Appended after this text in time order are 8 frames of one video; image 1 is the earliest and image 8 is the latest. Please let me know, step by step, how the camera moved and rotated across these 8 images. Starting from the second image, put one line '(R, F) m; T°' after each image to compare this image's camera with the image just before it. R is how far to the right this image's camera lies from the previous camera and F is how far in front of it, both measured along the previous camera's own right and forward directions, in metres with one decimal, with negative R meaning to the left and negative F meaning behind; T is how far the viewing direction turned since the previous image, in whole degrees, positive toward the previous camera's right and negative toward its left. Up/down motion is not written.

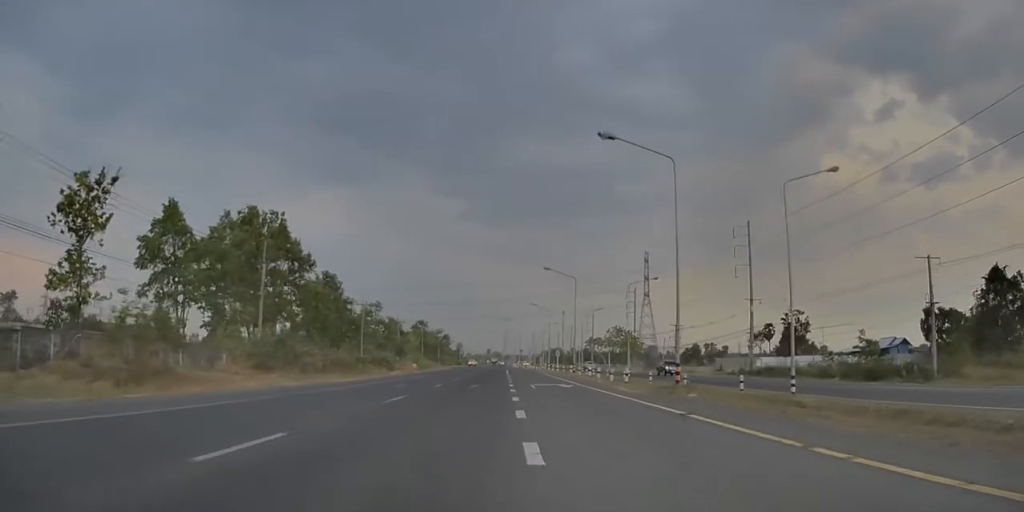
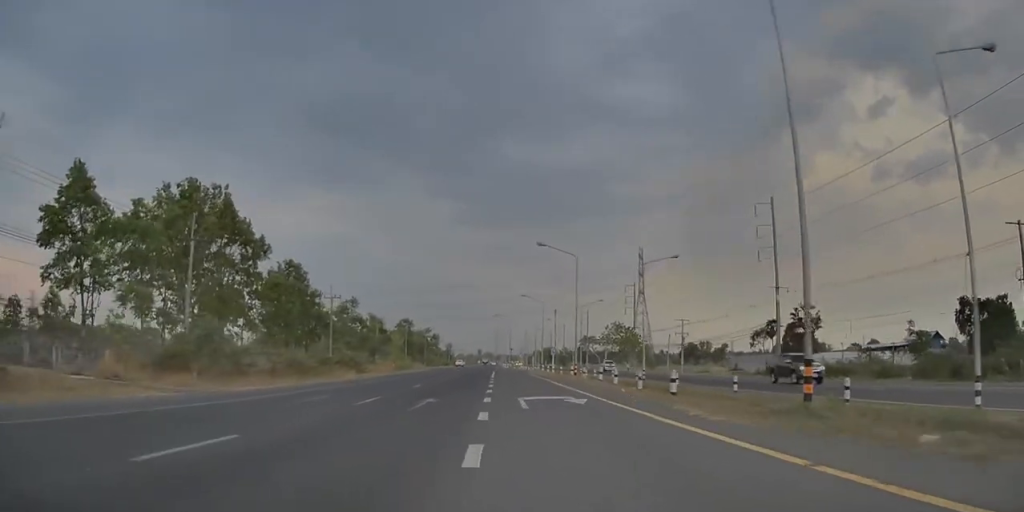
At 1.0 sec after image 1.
(+0.2, +12.3) m; +1°
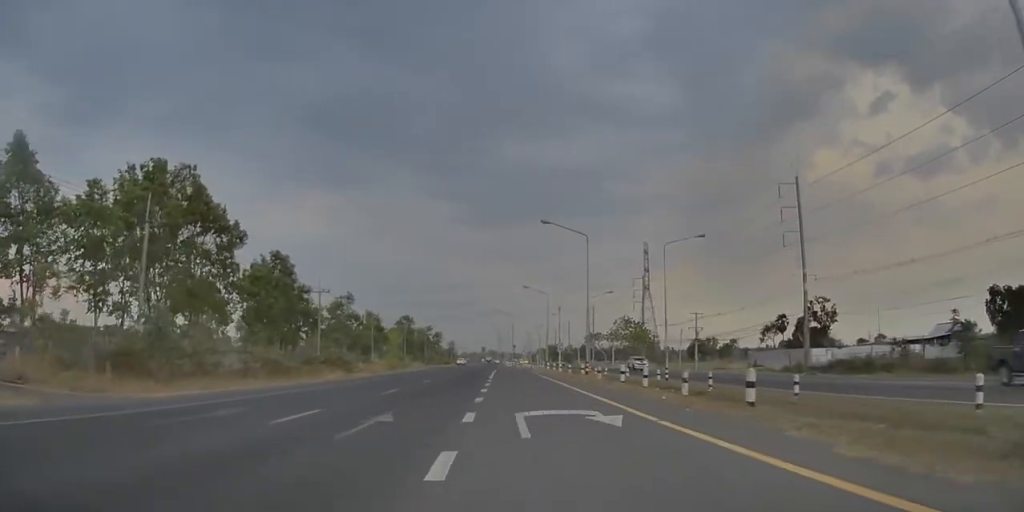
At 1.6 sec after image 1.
(0.0, +7.0) m; 0°
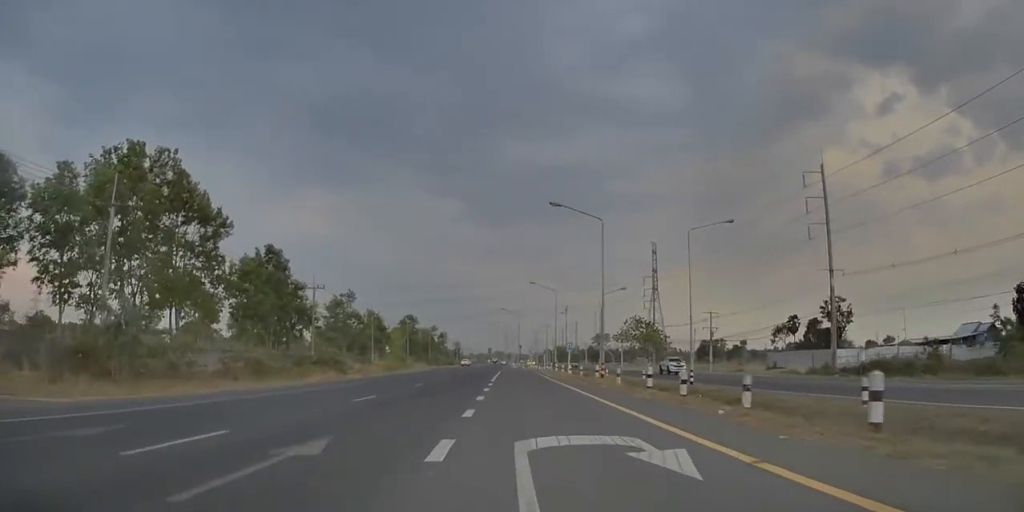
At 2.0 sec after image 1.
(0.0, +5.4) m; 0°
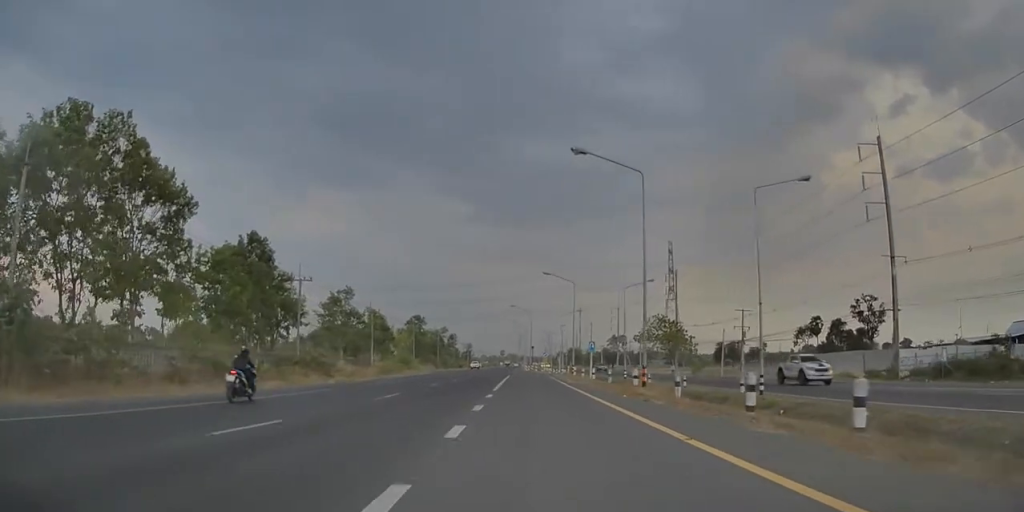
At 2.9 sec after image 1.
(+0.1, +10.2) m; -2°
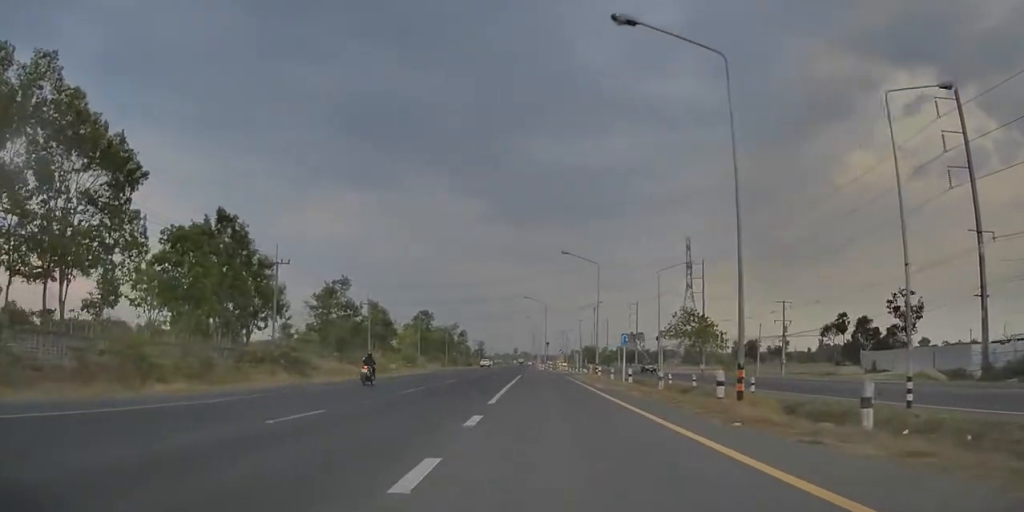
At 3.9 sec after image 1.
(-0.6, +11.1) m; -3°
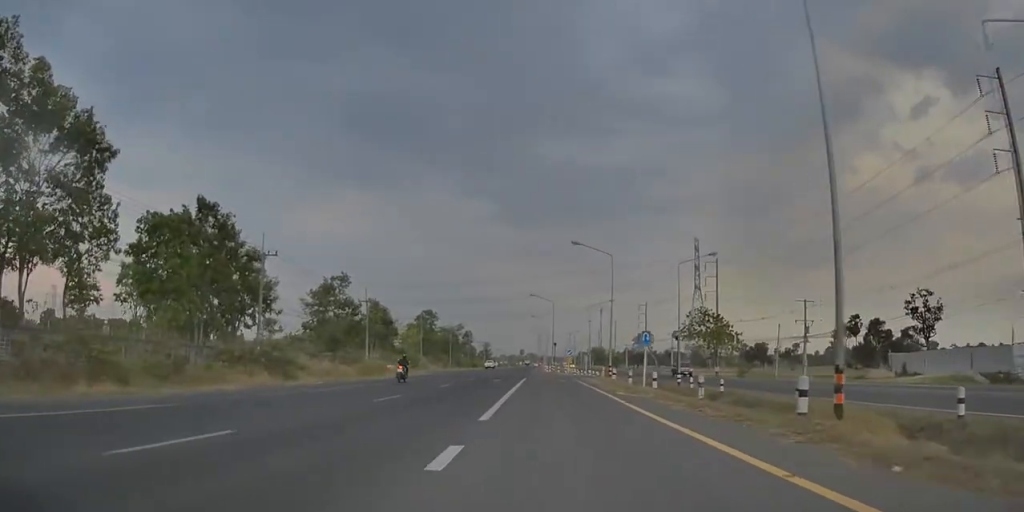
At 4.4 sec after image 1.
(+0.1, +5.3) m; 0°
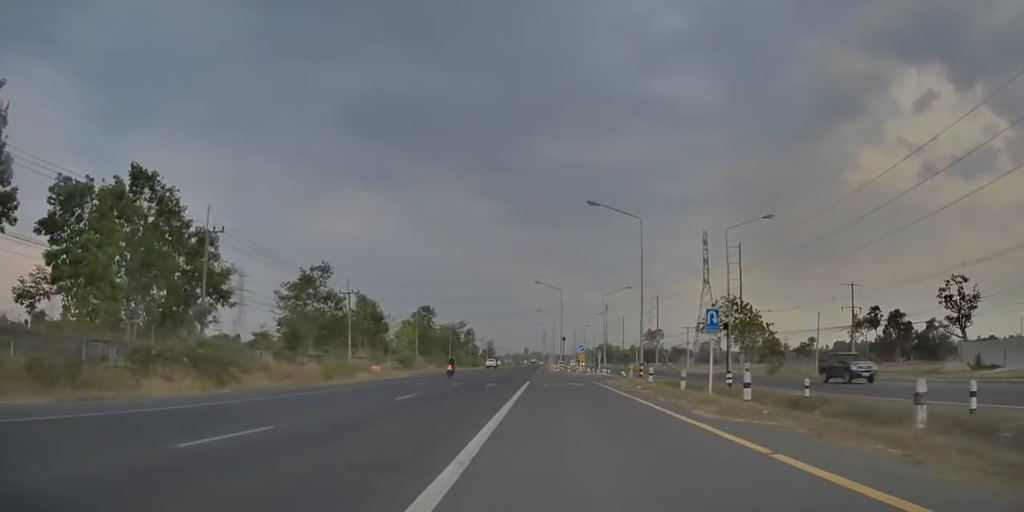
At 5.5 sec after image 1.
(-0.1, +11.2) m; -1°
